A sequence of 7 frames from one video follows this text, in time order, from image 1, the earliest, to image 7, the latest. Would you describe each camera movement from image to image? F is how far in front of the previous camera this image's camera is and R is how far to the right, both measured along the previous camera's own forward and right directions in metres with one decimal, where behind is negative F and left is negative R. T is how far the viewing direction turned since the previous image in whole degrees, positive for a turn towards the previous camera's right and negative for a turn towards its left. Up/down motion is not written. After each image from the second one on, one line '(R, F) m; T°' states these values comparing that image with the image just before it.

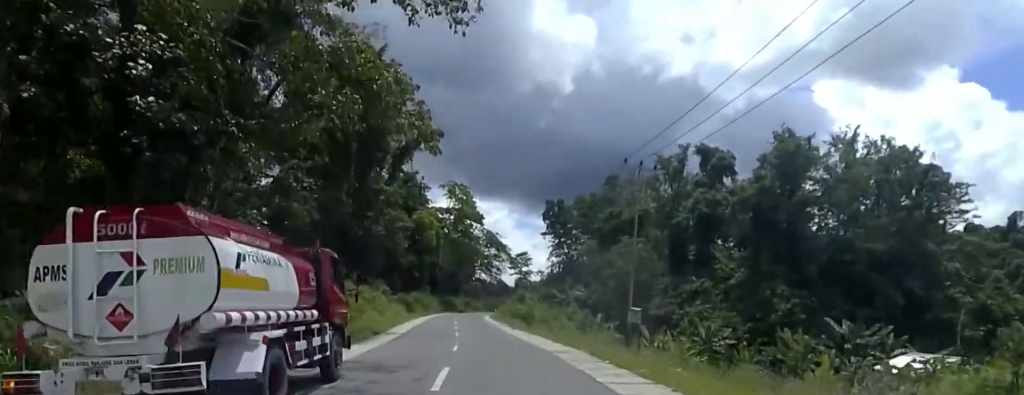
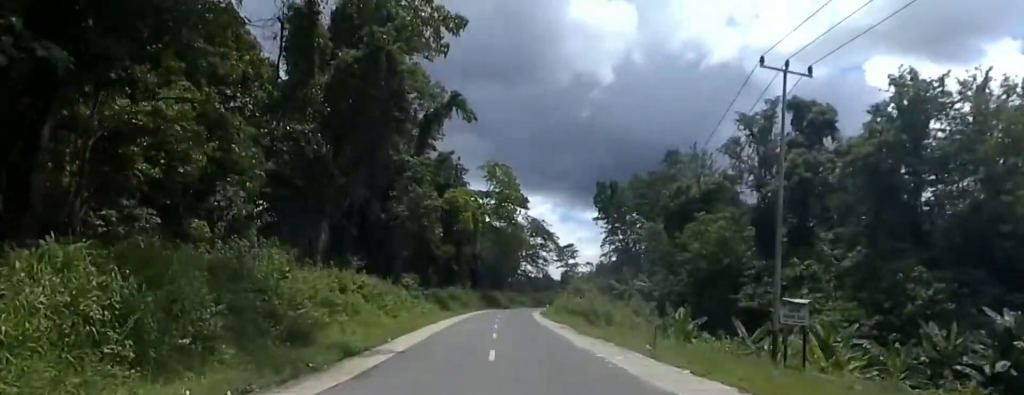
(-1.2, +12.0) m; -3°
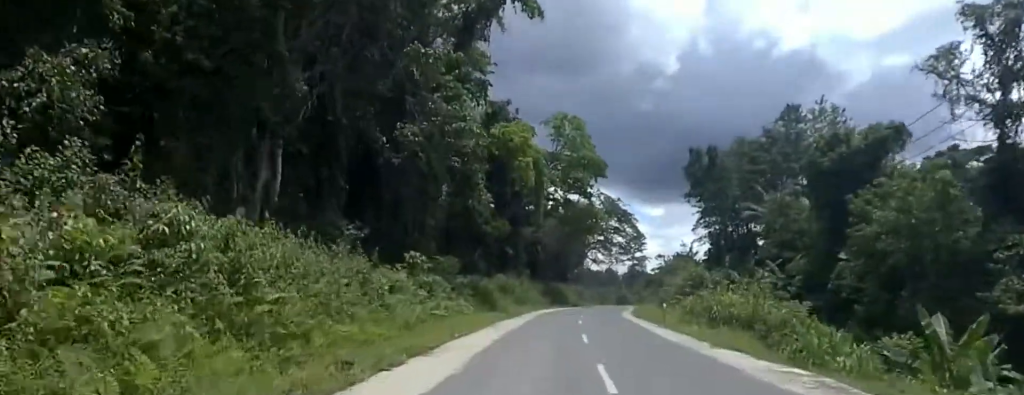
(+1.5, +21.1) m; +6°
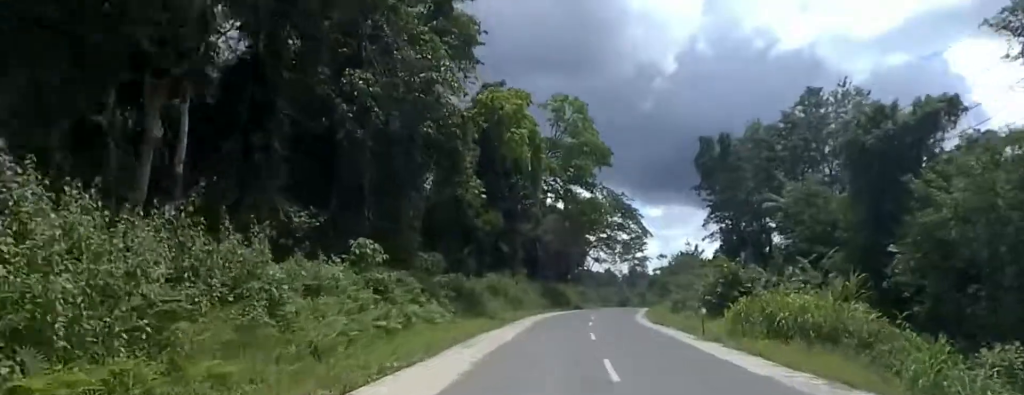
(+0.1, +6.8) m; -1°
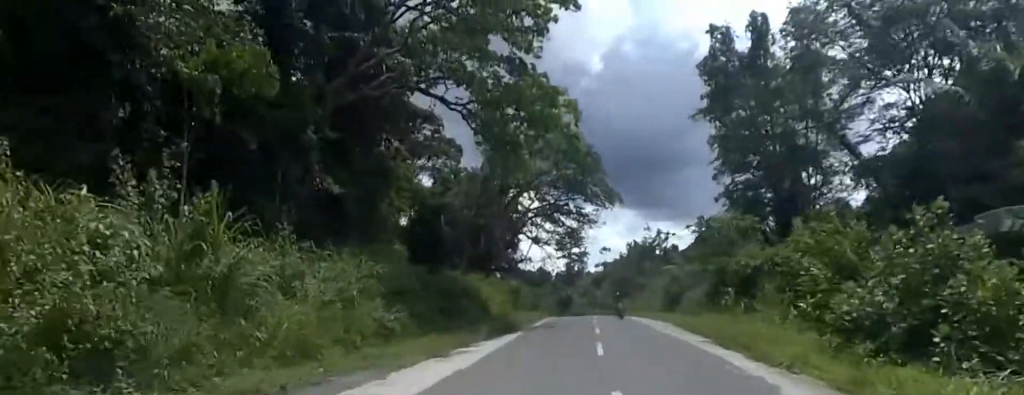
(-1.6, +35.7) m; +5°
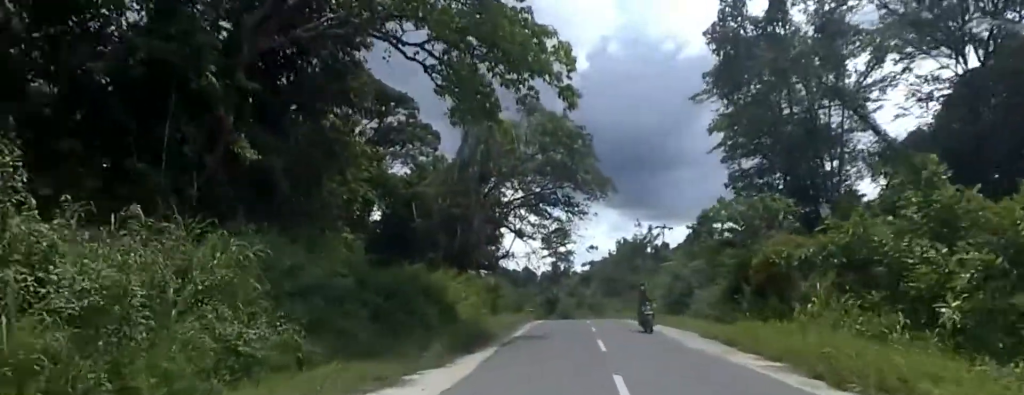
(+0.6, +6.6) m; +2°
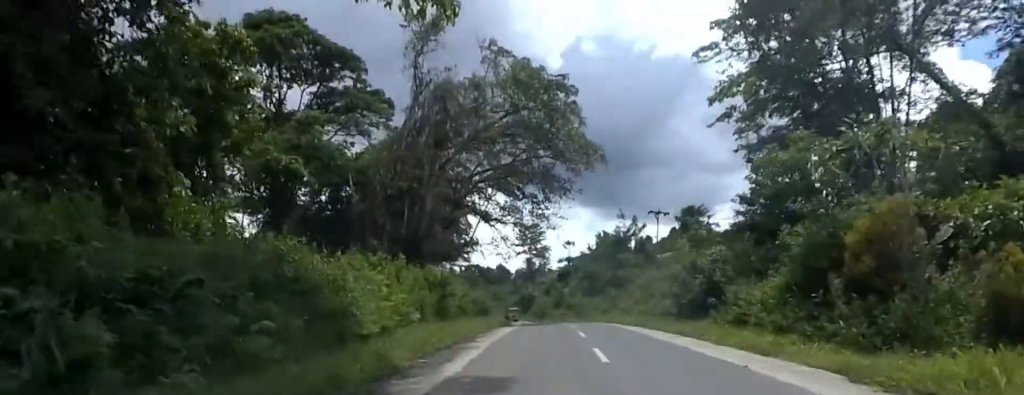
(0.0, +11.0) m; -3°
